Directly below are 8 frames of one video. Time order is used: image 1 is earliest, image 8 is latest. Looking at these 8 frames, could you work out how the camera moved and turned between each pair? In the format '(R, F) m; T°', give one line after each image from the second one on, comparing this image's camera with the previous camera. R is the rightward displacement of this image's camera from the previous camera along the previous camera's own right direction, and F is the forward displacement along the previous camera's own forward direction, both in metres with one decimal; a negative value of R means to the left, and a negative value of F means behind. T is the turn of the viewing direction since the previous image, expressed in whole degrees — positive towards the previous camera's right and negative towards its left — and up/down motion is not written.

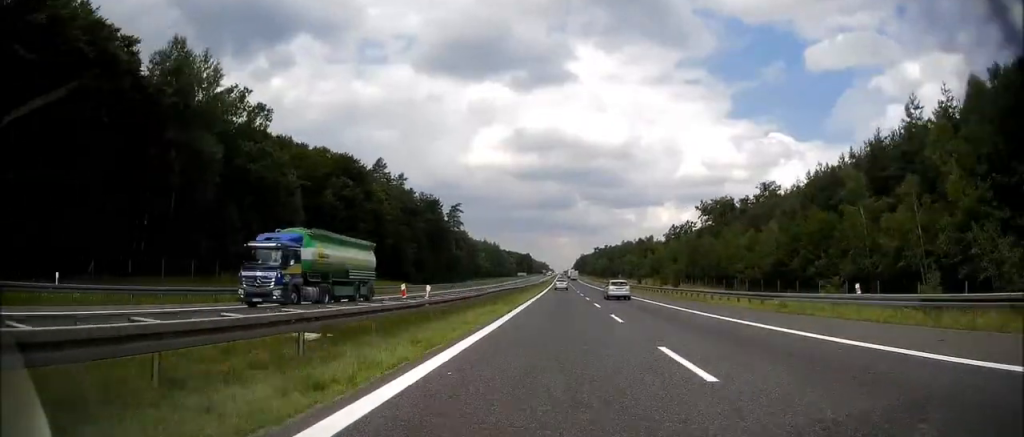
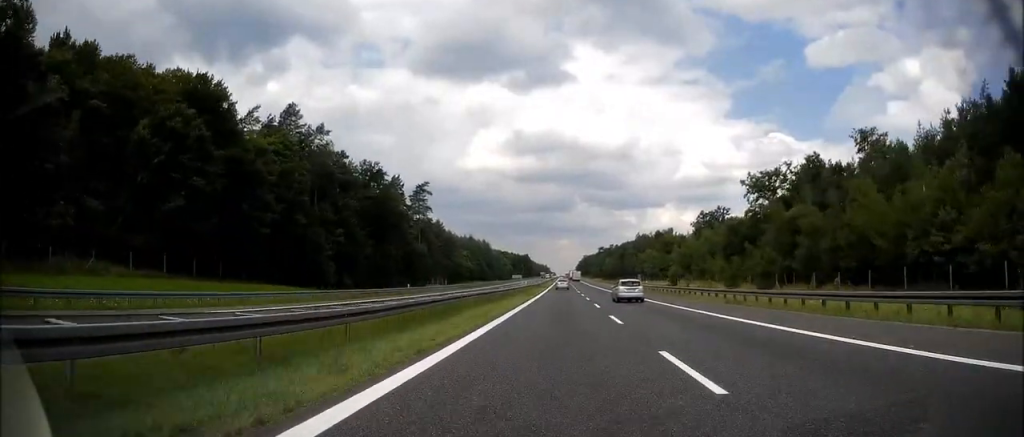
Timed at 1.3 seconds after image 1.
(+0.2, +49.7) m; 0°
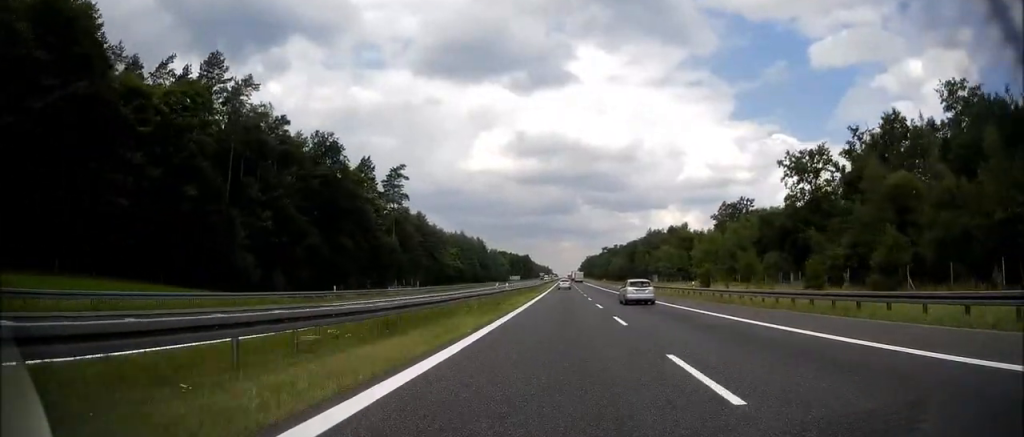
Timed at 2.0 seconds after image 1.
(+0.2, +24.8) m; 0°
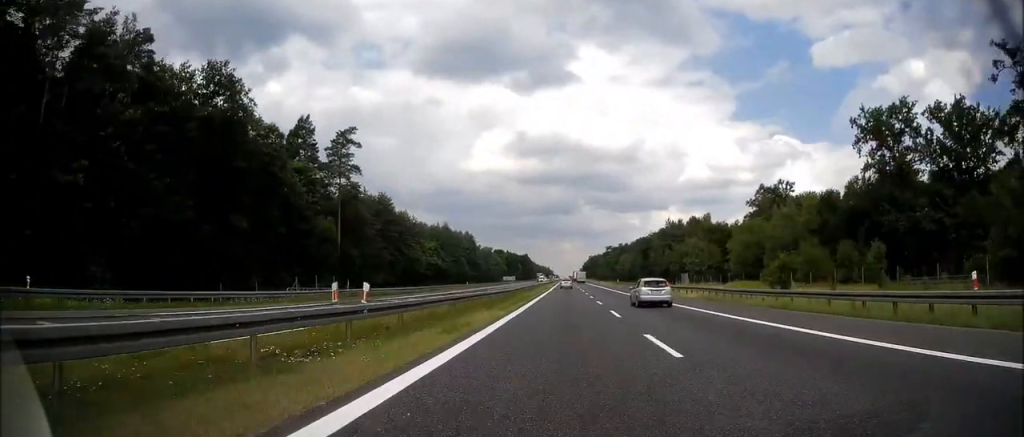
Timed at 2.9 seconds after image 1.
(-0.3, +32.3) m; 0°
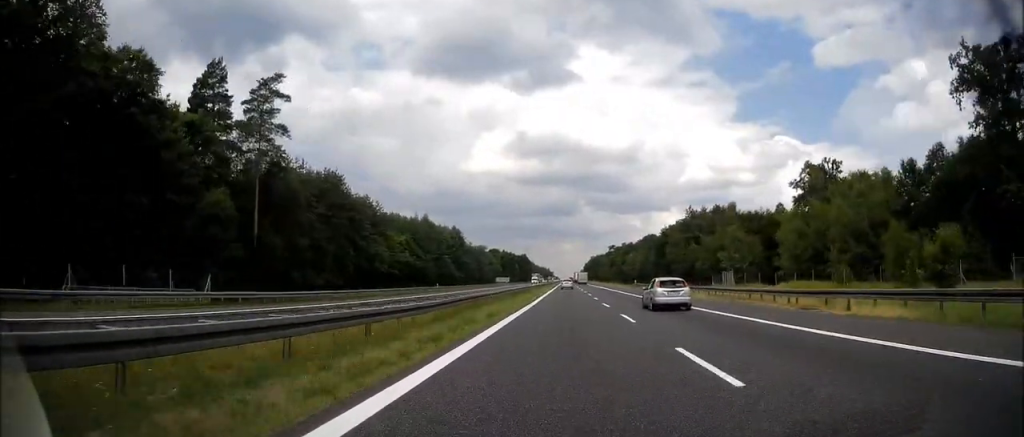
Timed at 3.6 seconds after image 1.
(0.0, +27.3) m; 0°
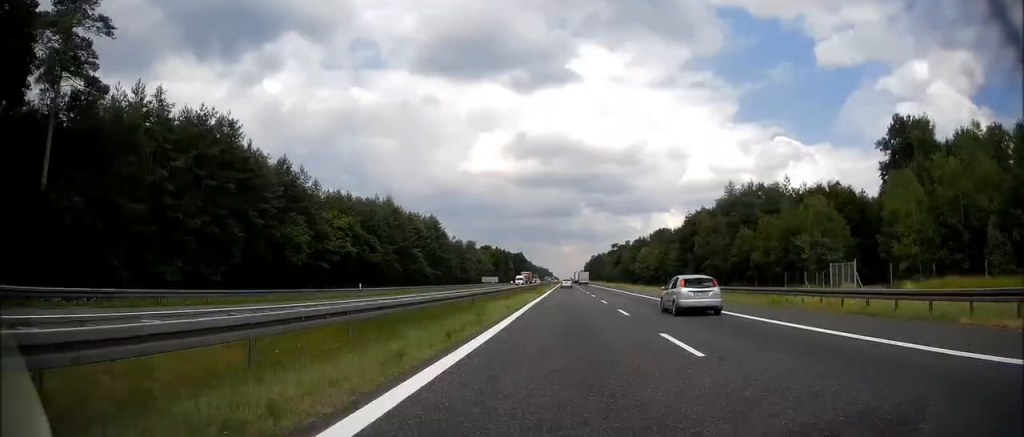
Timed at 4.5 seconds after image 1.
(+0.2, +33.5) m; 0°
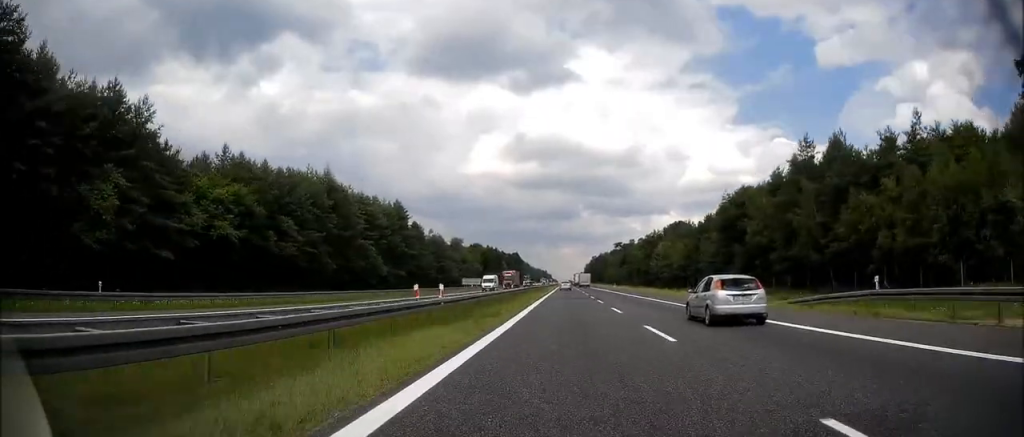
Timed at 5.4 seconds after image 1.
(0.0, +33.4) m; 0°
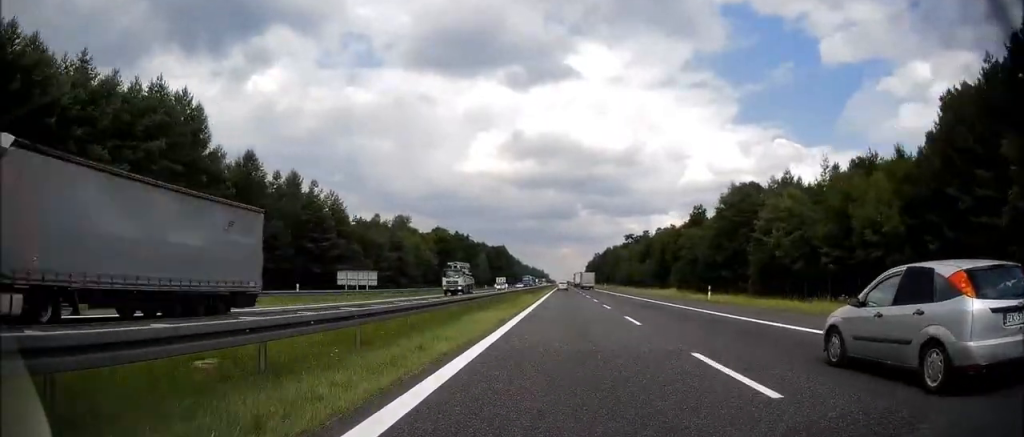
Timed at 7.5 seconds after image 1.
(-0.4, +79.0) m; 0°
